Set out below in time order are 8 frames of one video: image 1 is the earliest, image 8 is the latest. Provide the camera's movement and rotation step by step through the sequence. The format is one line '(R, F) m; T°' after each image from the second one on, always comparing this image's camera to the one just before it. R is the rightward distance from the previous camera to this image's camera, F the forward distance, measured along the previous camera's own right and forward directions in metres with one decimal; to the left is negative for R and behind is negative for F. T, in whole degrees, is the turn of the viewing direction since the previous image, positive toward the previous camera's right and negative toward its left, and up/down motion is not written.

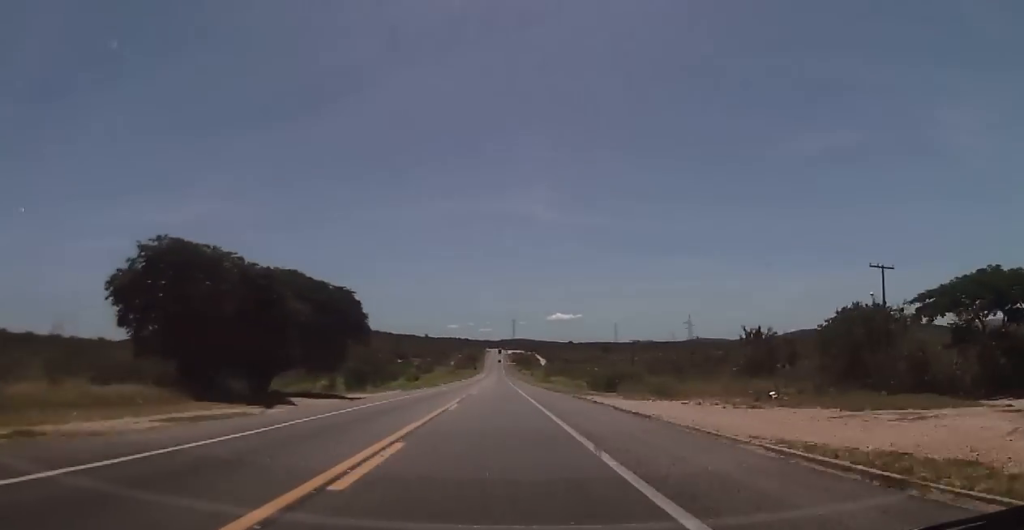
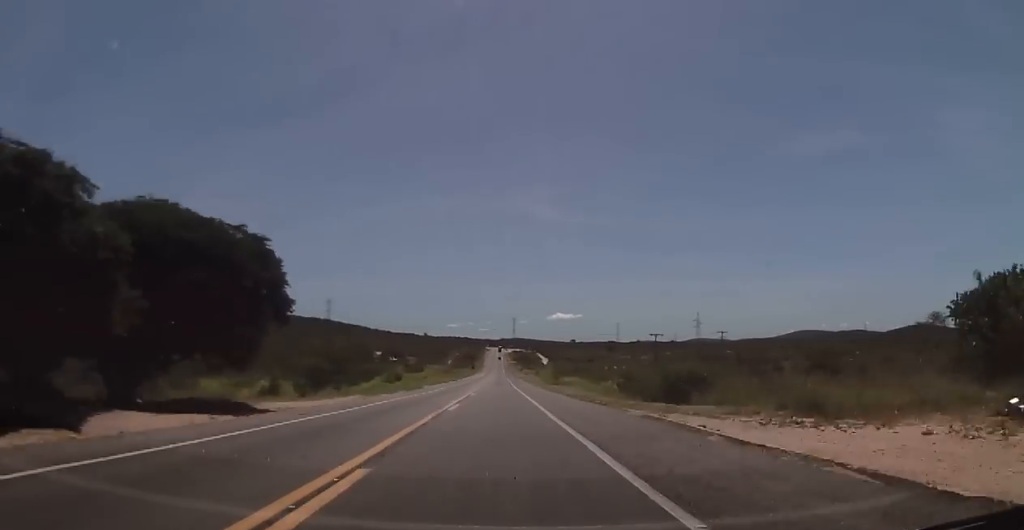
(+0.2, +19.7) m; 0°
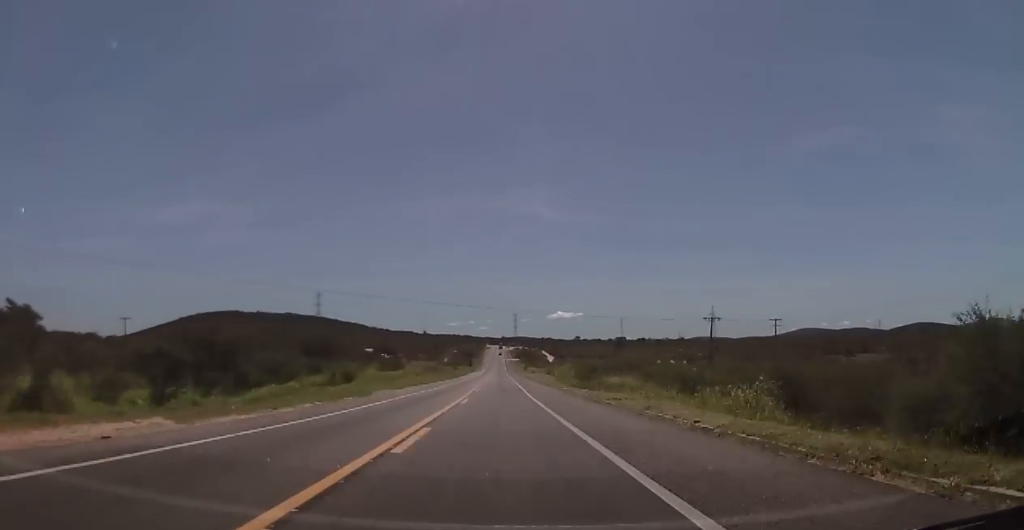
(+0.1, +31.1) m; 0°
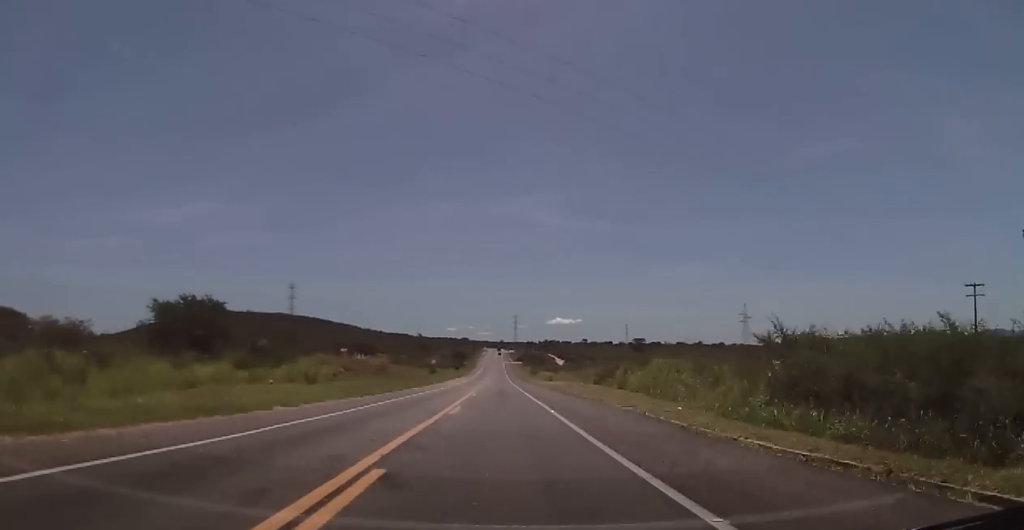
(-0.1, +59.4) m; 0°
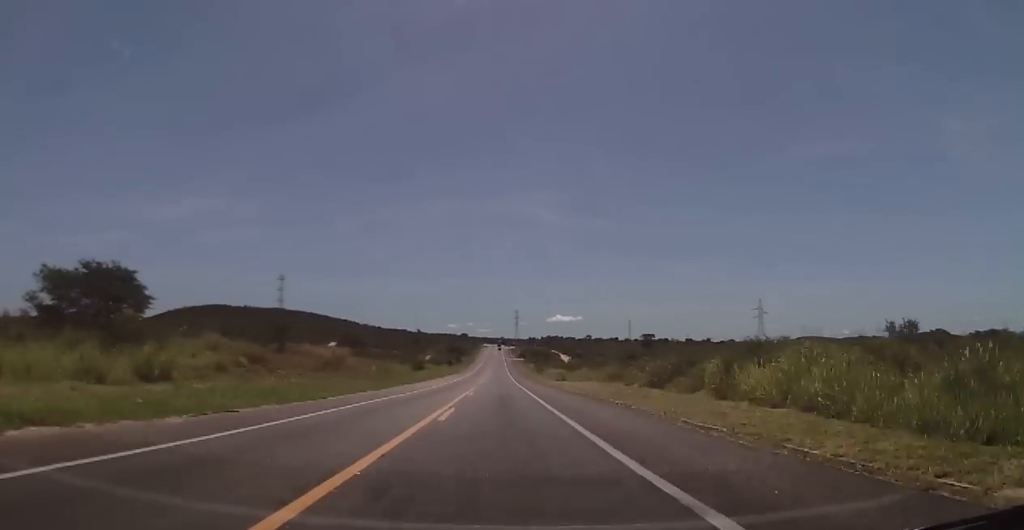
(-0.1, +21.9) m; 0°
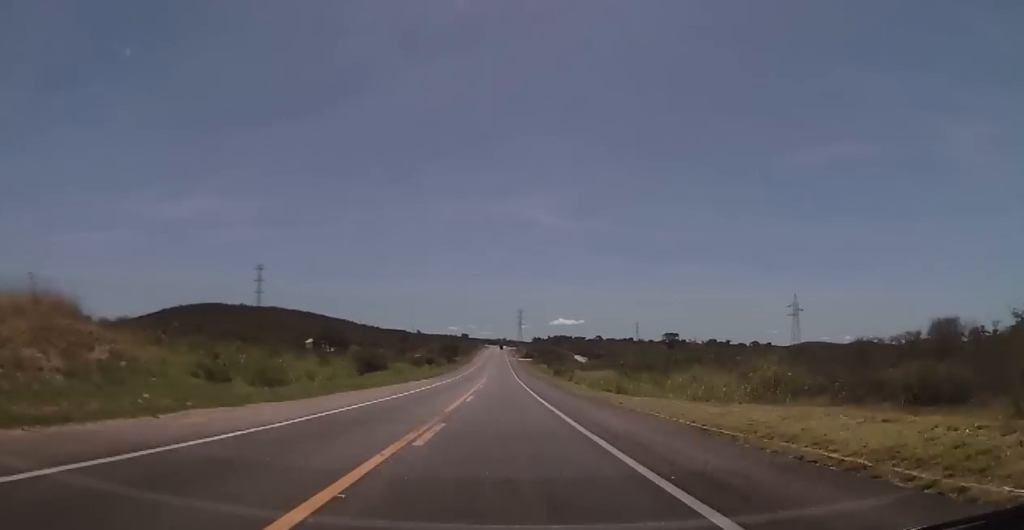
(-0.1, +41.3) m; 0°
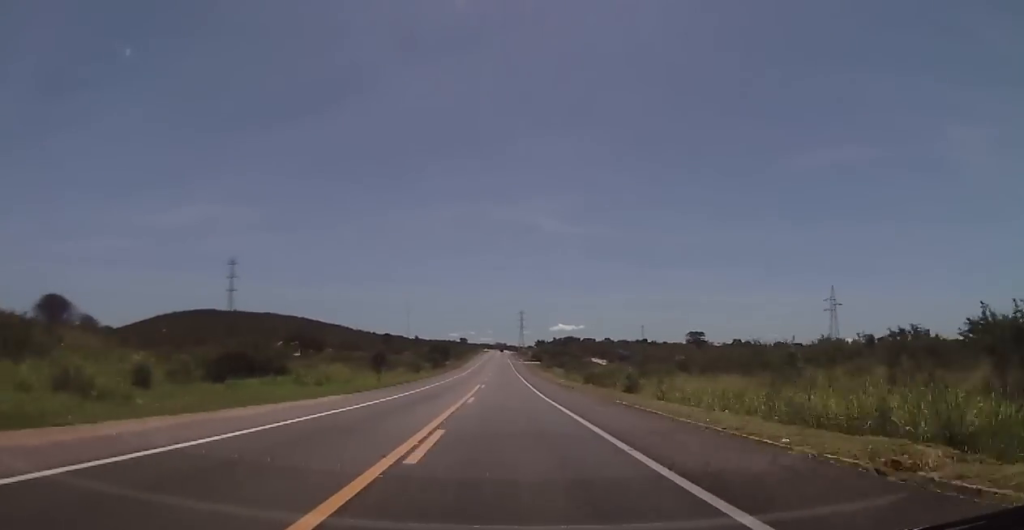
(+0.3, +37.8) m; 0°
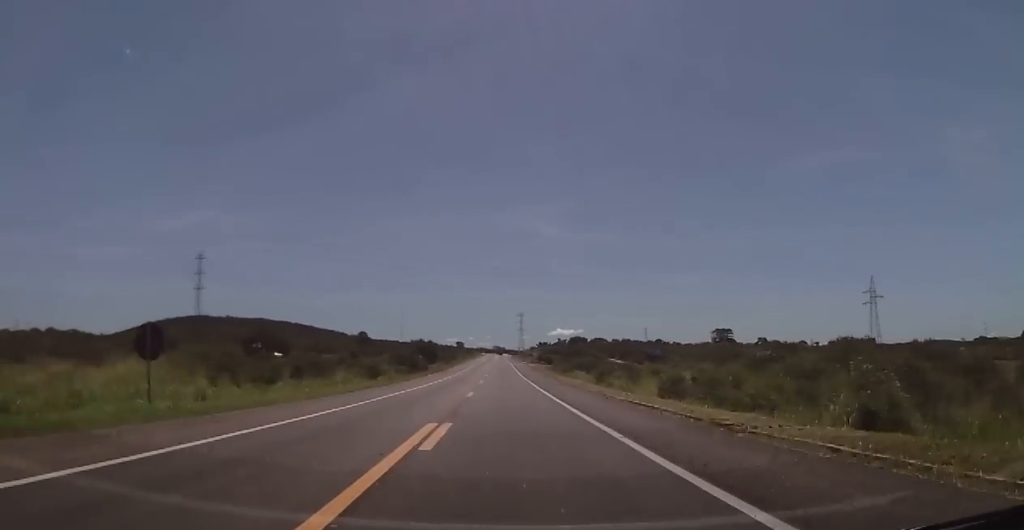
(-0.1, +34.0) m; 0°
